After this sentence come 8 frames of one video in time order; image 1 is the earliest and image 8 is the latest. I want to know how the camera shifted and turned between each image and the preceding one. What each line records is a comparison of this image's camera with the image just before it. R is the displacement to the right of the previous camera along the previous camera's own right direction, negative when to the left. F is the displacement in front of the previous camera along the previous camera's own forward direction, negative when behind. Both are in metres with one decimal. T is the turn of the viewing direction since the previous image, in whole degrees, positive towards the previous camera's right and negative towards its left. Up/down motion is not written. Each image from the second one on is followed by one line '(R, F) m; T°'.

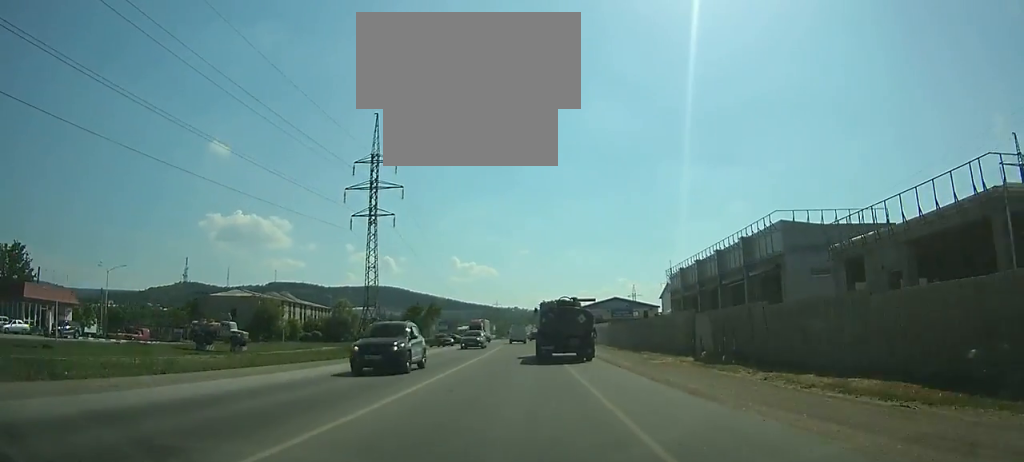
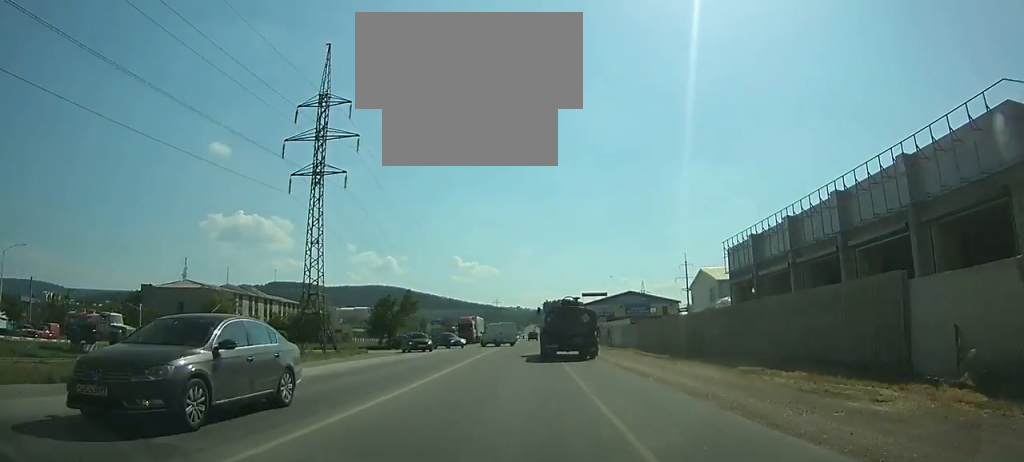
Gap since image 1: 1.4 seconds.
(0.0, +18.7) m; 0°
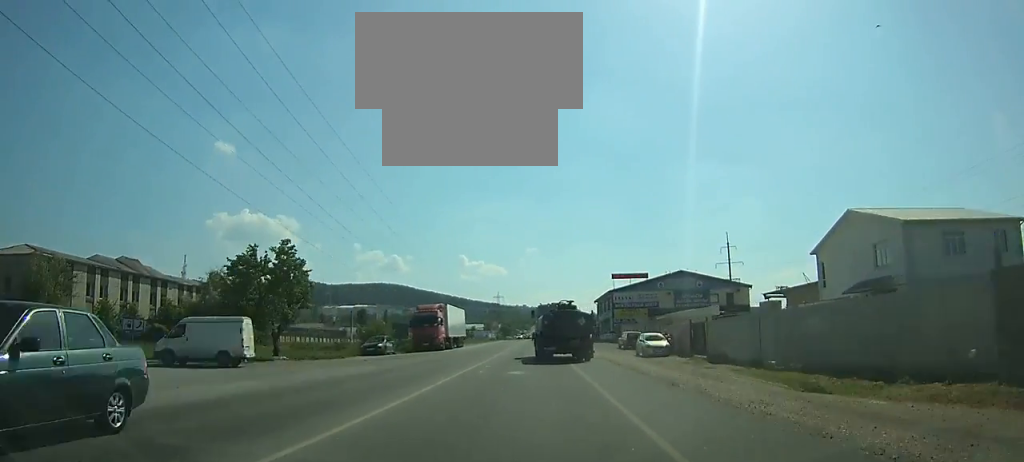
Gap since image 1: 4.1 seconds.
(-0.1, +35.4) m; 0°
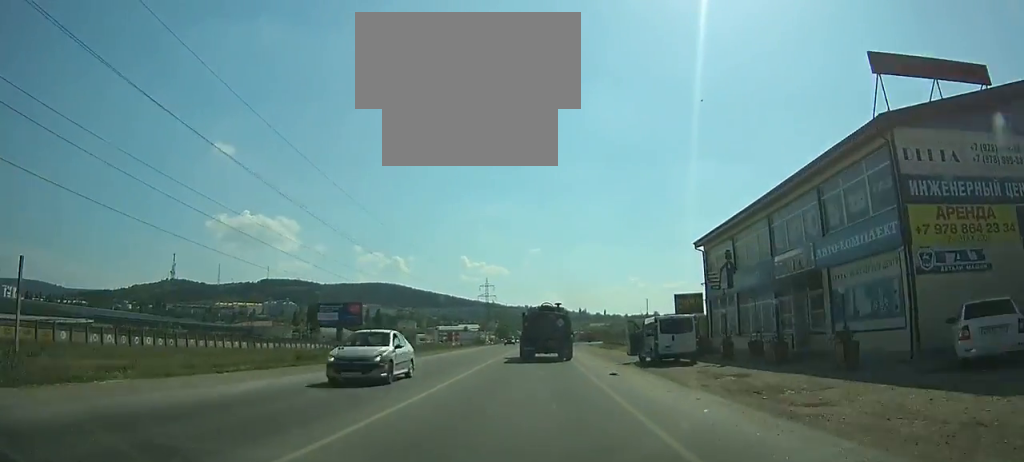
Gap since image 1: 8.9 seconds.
(-0.3, +61.8) m; 0°
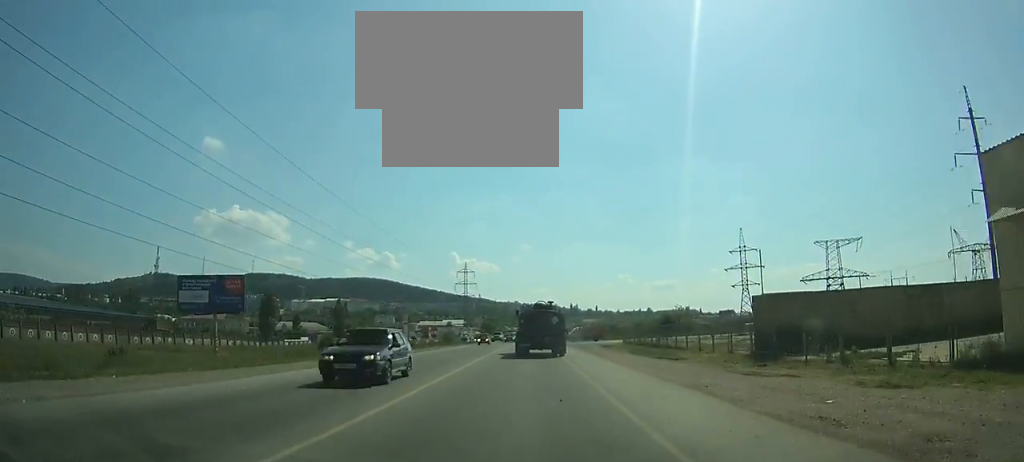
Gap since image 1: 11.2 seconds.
(0.0, +29.4) m; 0°
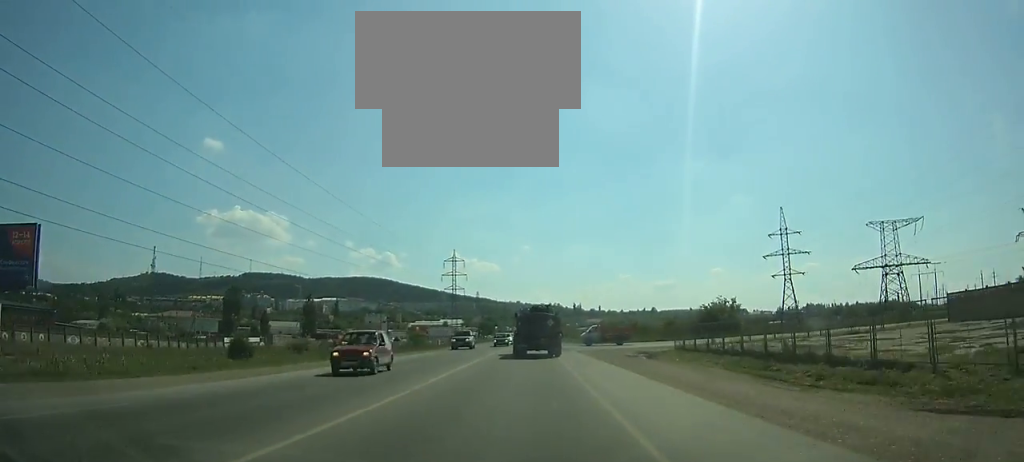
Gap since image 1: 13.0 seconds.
(+0.1, +23.0) m; 0°
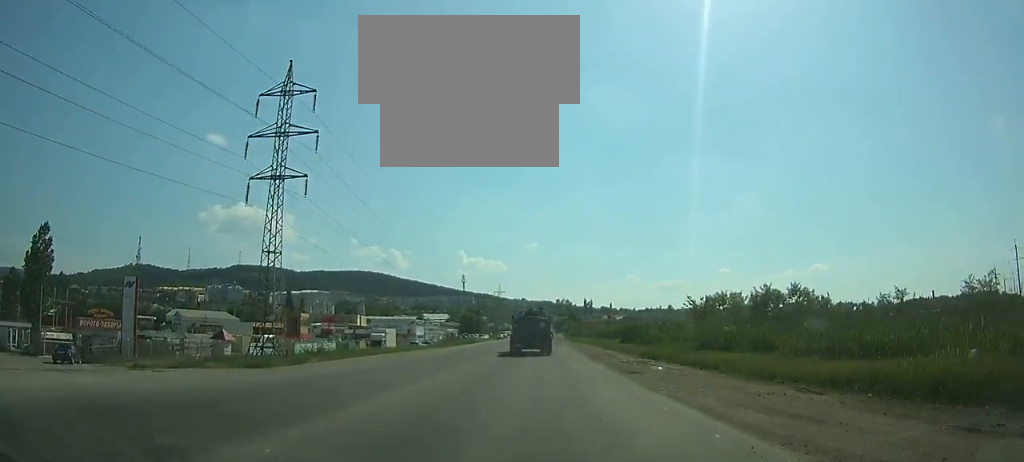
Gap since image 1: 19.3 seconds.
(+0.1, +86.9) m; 0°
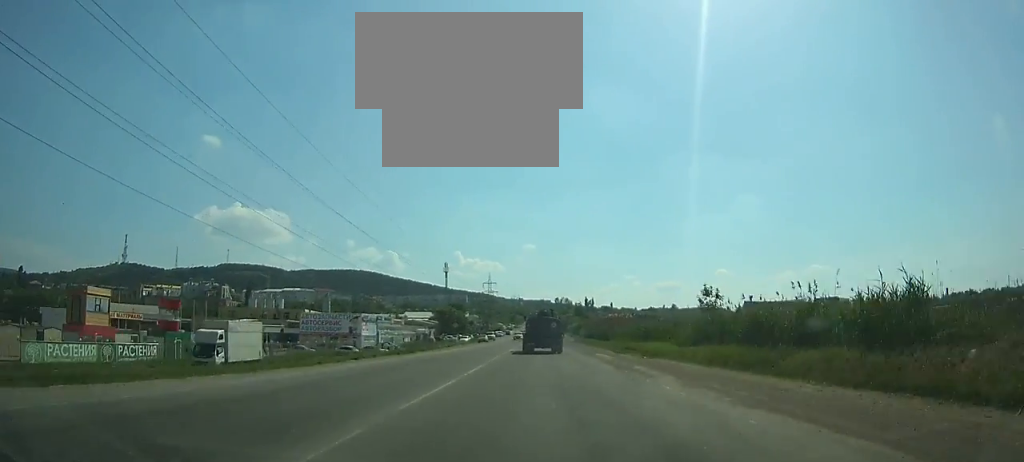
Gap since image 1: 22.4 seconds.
(+0.1, +48.3) m; +1°
